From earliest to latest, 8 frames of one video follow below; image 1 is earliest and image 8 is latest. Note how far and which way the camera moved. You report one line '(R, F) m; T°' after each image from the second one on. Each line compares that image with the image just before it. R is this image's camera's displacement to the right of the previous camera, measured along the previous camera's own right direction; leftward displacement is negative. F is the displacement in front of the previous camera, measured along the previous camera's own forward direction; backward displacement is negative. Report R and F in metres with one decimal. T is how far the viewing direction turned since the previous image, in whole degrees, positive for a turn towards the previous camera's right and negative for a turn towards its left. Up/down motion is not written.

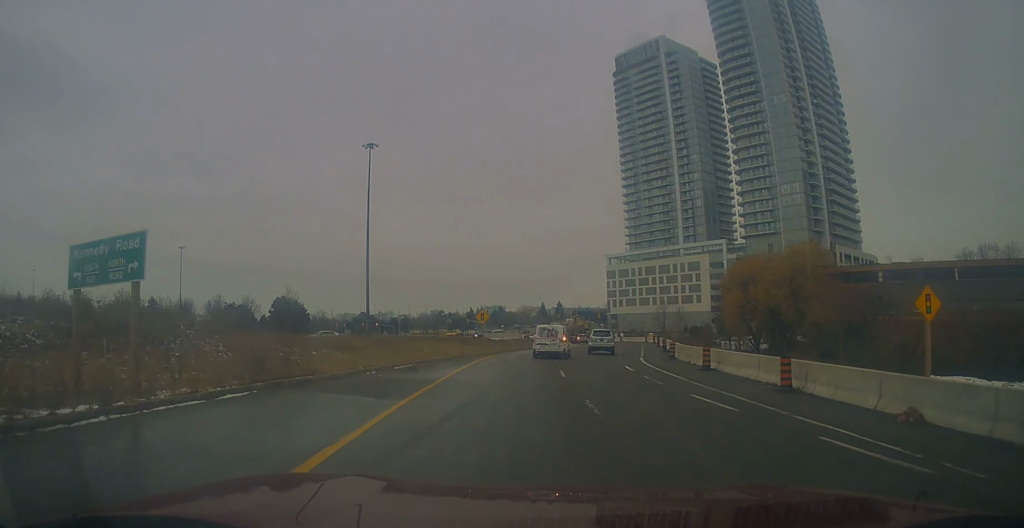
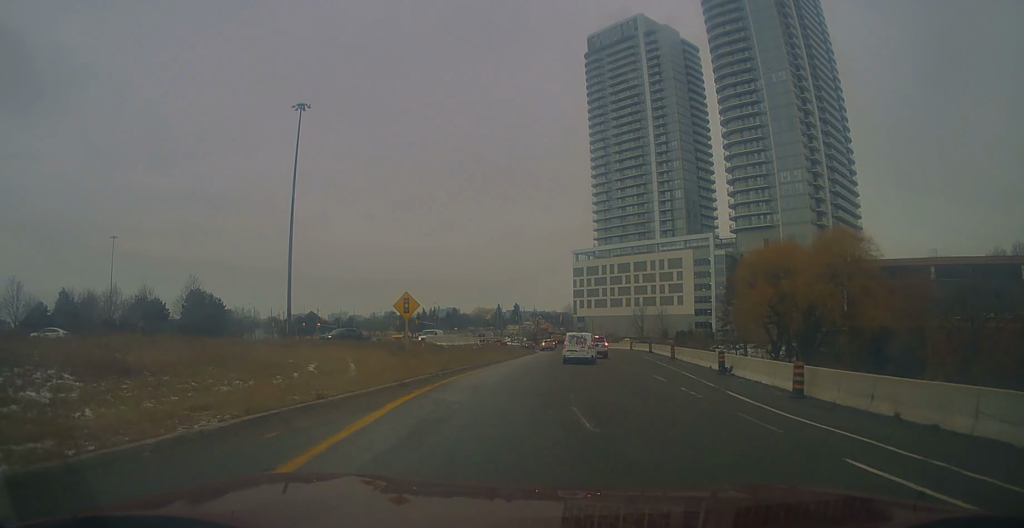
(+0.8, +19.8) m; +4°
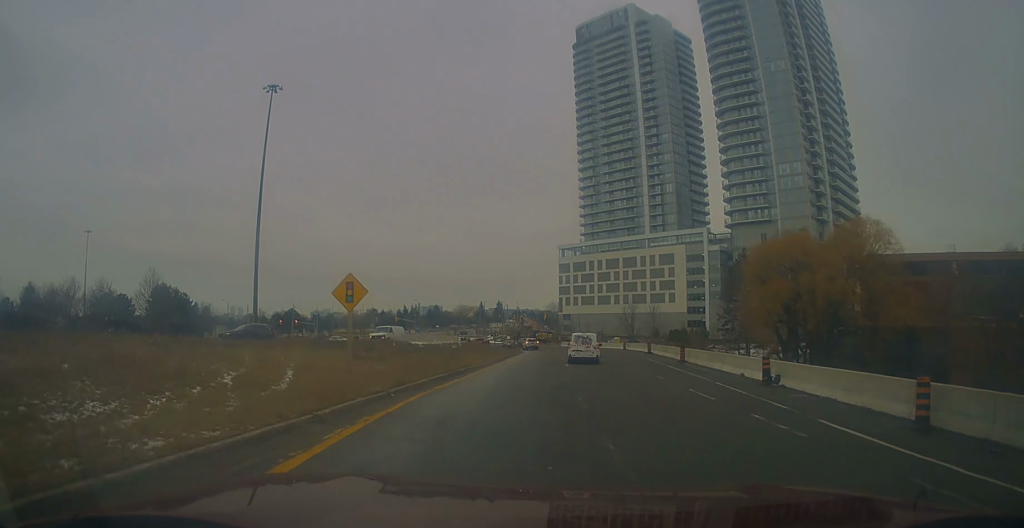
(0.0, +6.4) m; +2°
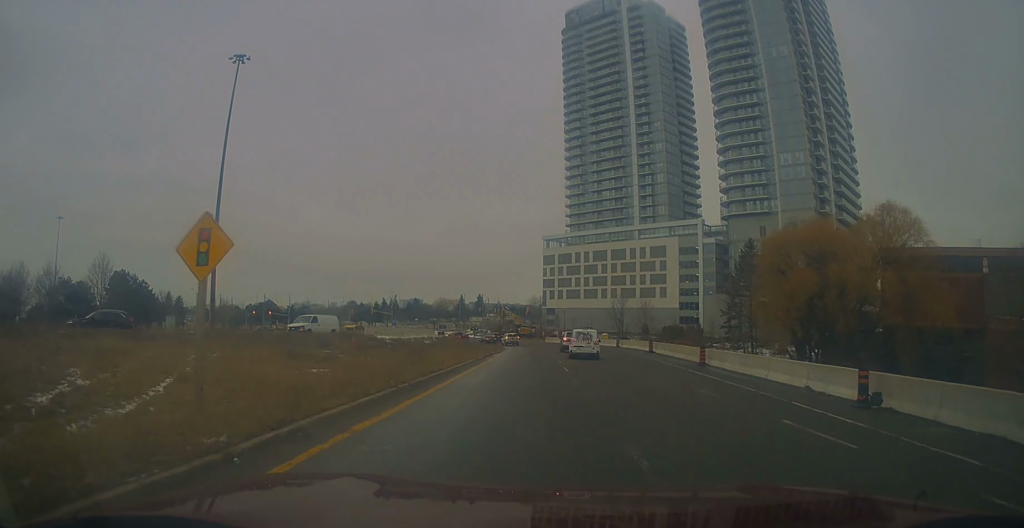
(0.0, +7.4) m; +3°
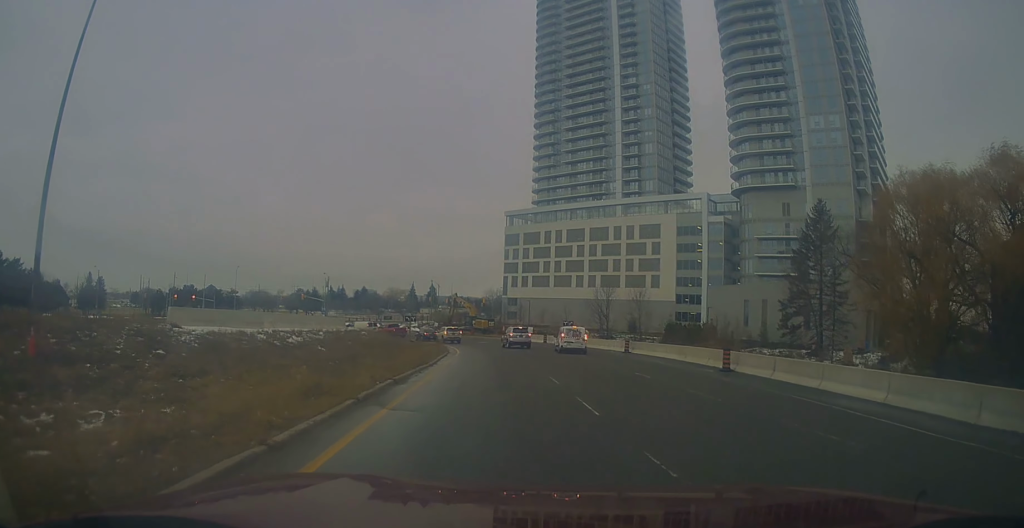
(+2.1, +25.1) m; +2°
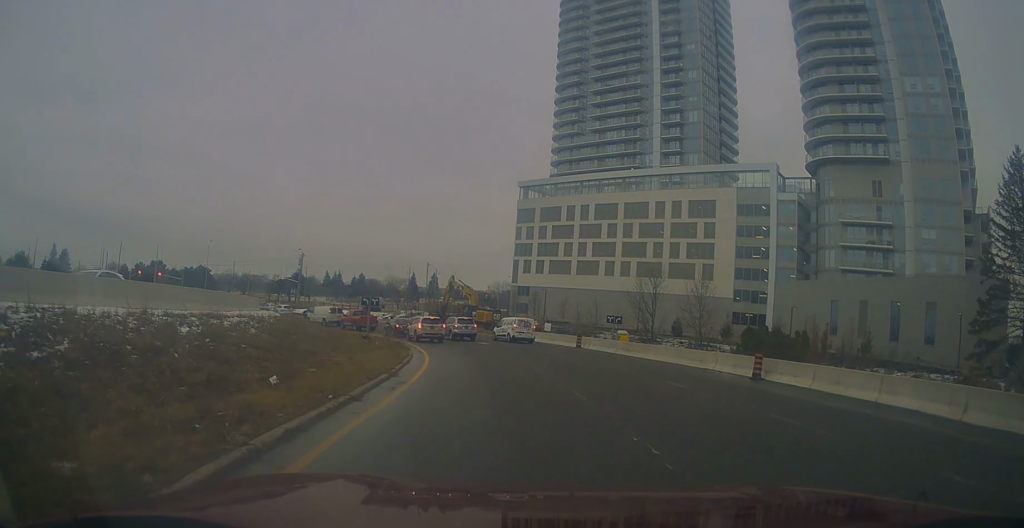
(-0.7, +22.4) m; +3°
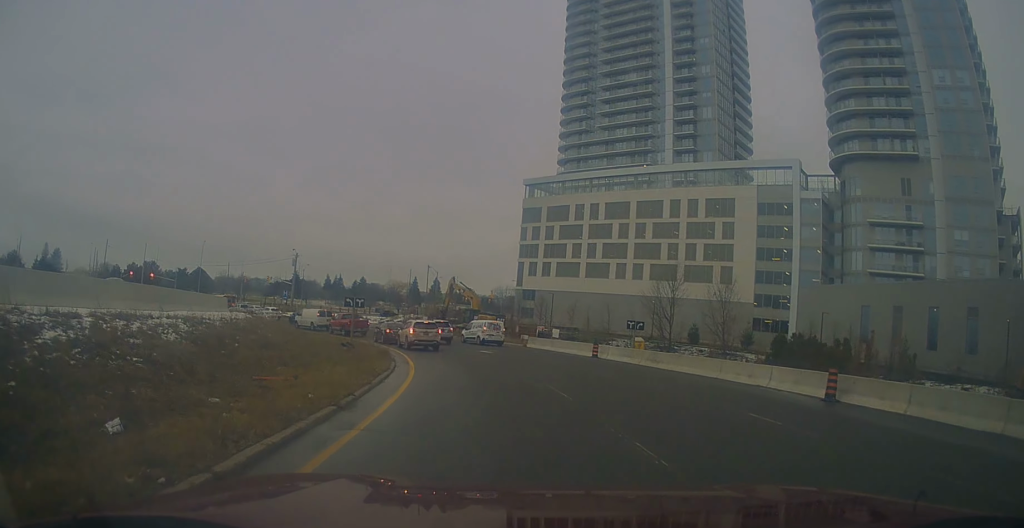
(+0.2, +5.4) m; +1°
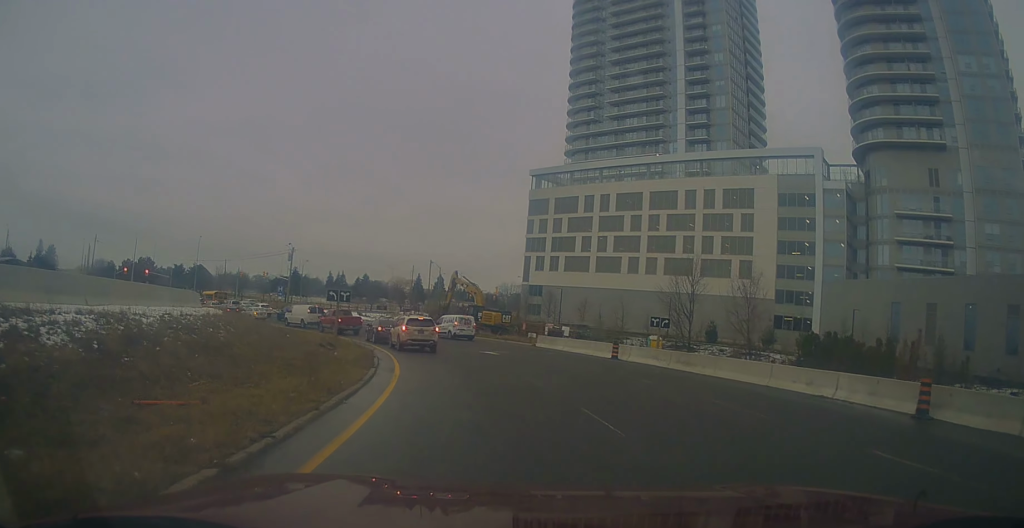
(+0.1, +4.9) m; +1°
